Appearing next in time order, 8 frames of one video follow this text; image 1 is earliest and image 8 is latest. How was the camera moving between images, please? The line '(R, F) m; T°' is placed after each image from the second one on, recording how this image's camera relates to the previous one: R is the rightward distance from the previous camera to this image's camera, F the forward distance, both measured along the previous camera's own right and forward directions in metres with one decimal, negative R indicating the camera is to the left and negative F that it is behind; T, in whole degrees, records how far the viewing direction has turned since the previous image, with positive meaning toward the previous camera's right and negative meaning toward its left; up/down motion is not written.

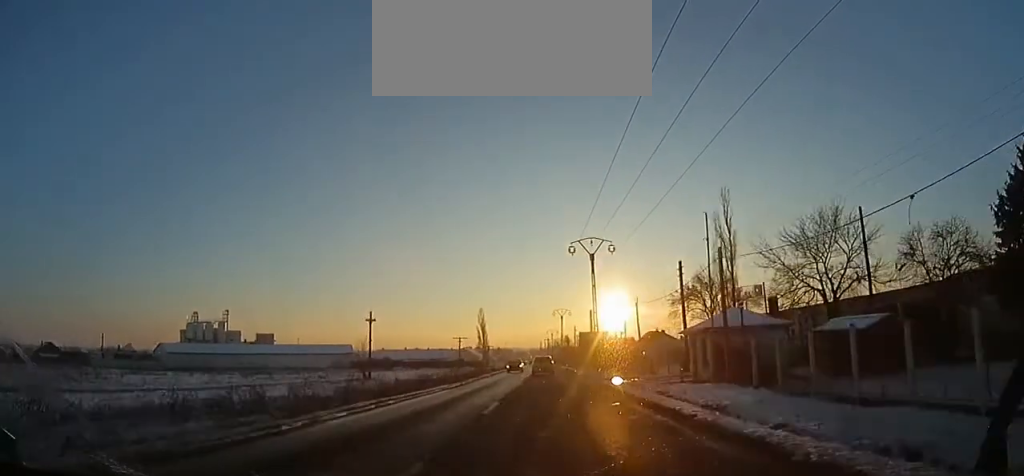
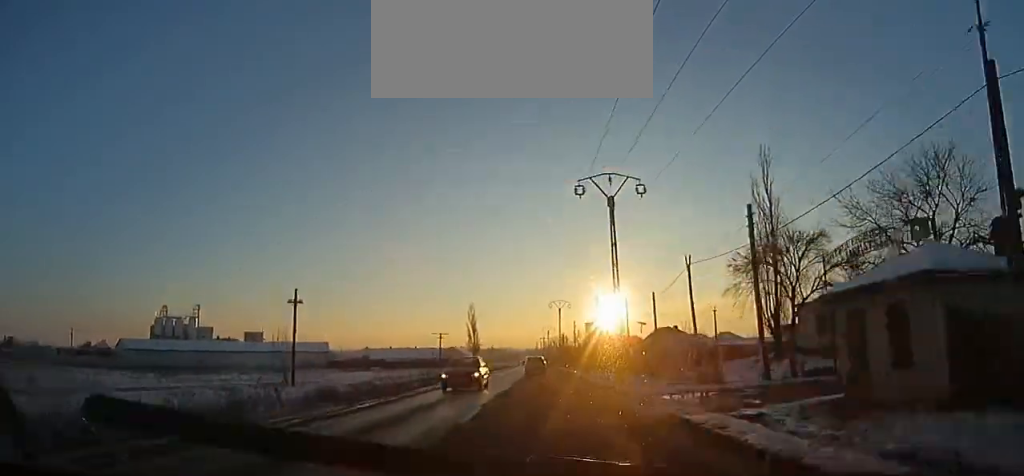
(+0.6, +13.9) m; 0°
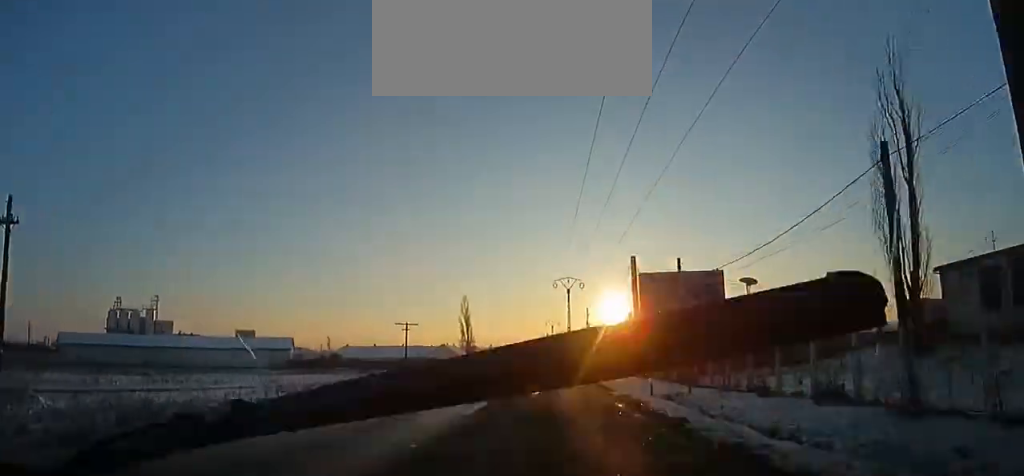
(-1.2, +21.9) m; -1°
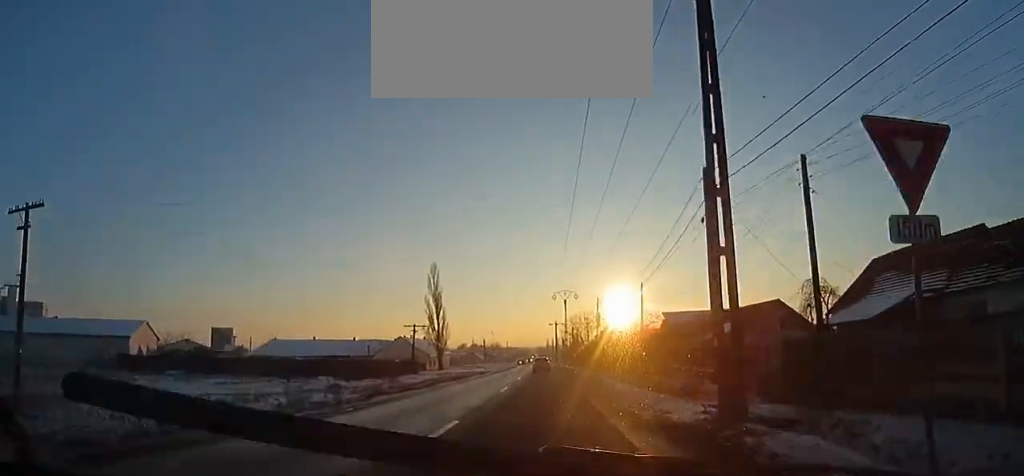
(+0.8, +50.3) m; +1°
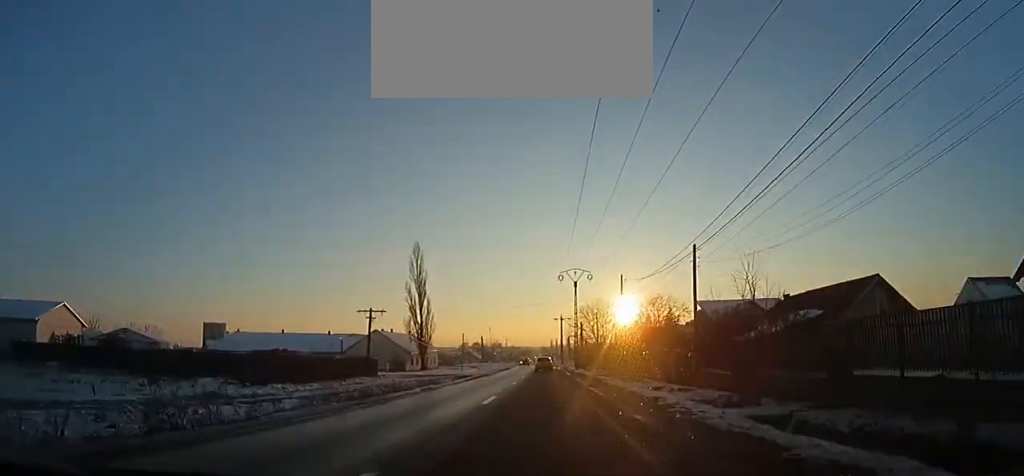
(+0.2, +16.7) m; -1°
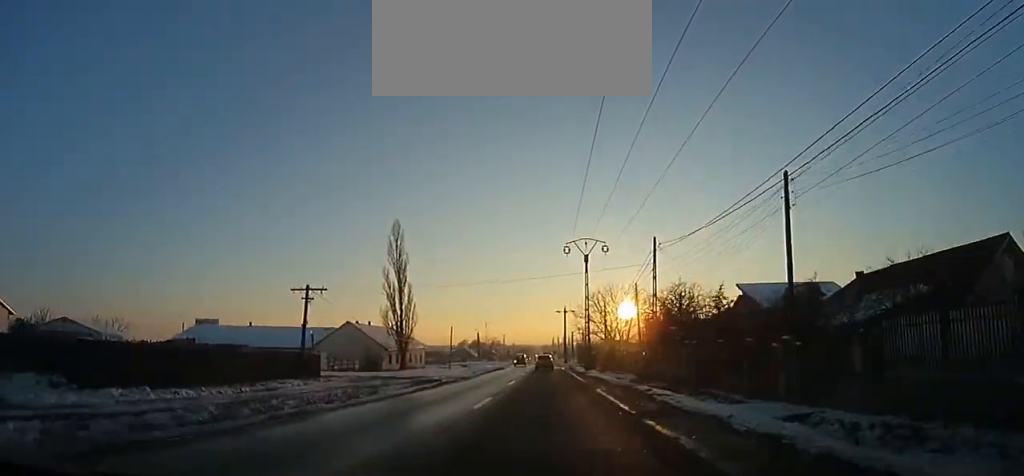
(-0.2, +12.7) m; -1°
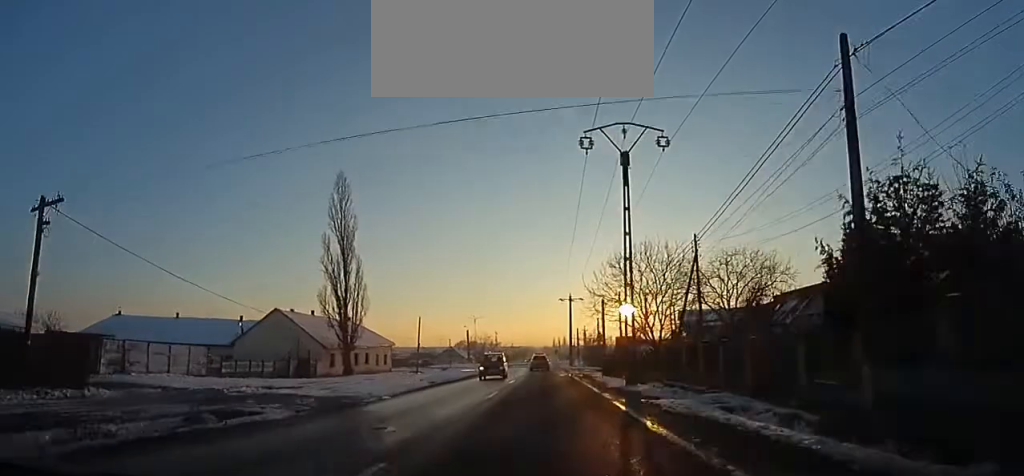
(-0.5, +20.6) m; -1°
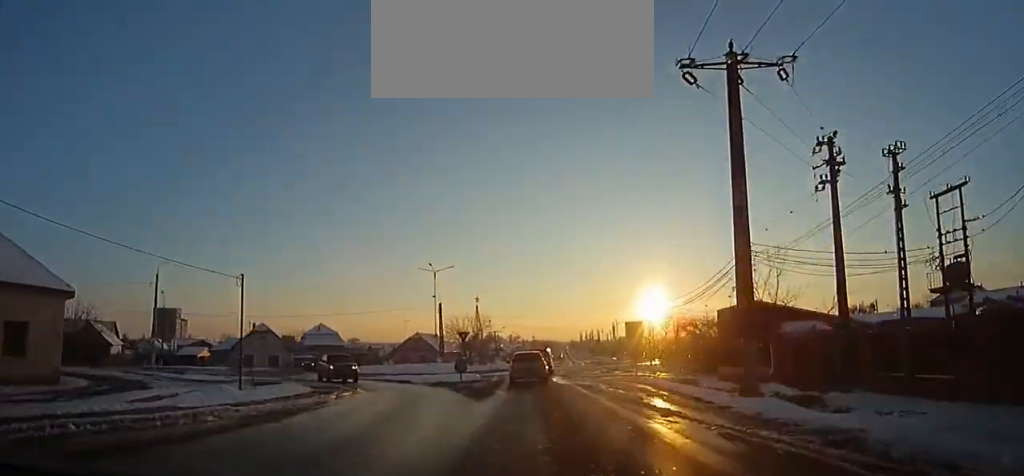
(-0.7, +56.4) m; -2°
